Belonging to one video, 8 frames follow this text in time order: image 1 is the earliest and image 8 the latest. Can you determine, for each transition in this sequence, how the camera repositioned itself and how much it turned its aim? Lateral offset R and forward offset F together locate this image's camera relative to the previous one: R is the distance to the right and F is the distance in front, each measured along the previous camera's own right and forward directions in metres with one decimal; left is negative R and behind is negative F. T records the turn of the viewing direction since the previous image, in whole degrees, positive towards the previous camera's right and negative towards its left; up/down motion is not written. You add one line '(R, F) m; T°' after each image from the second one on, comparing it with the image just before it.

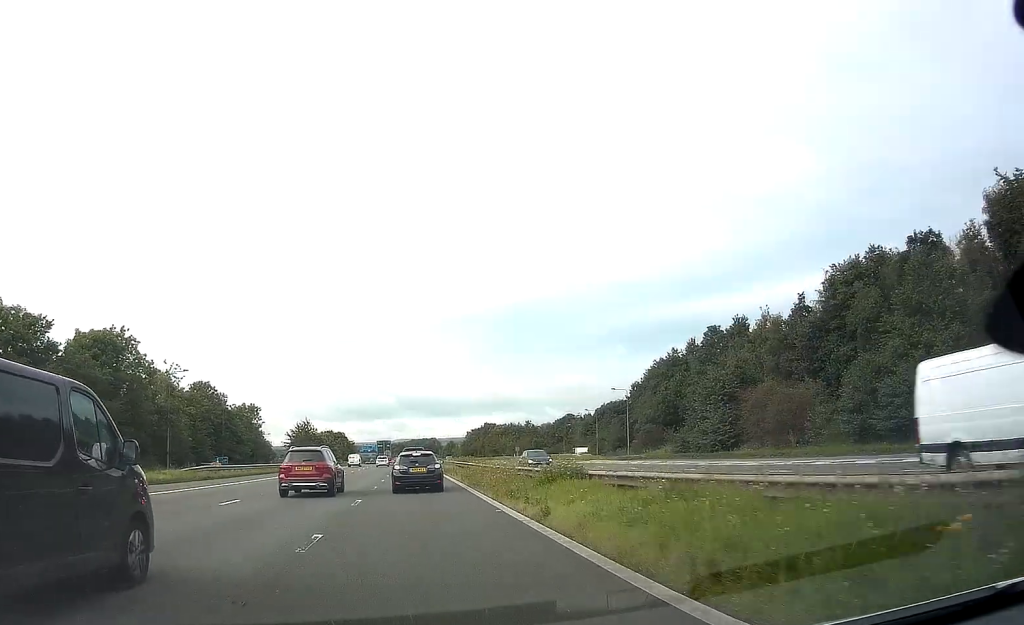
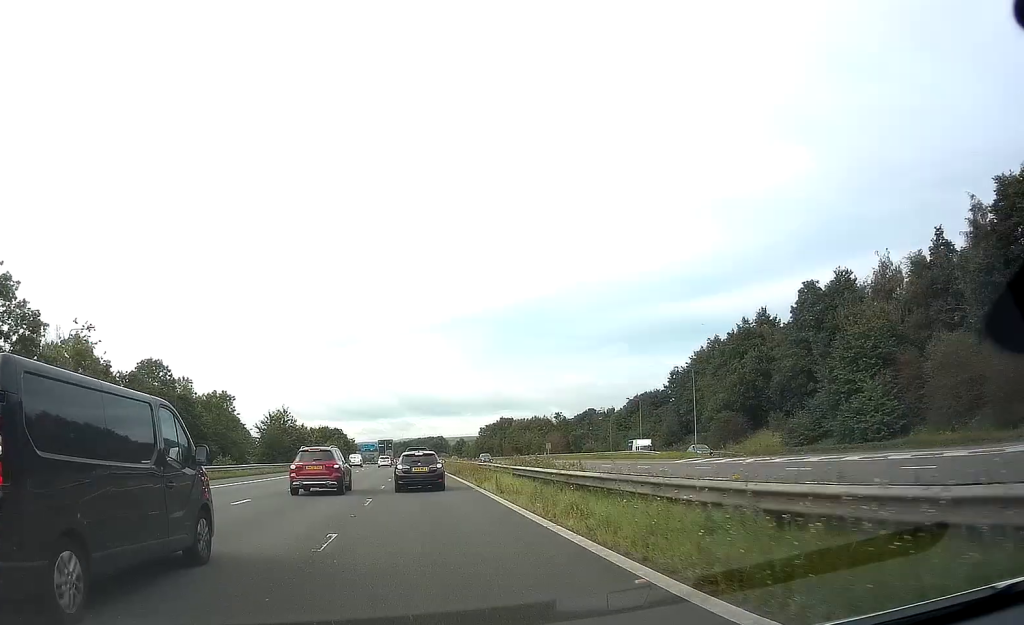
(0.0, +20.5) m; -1°
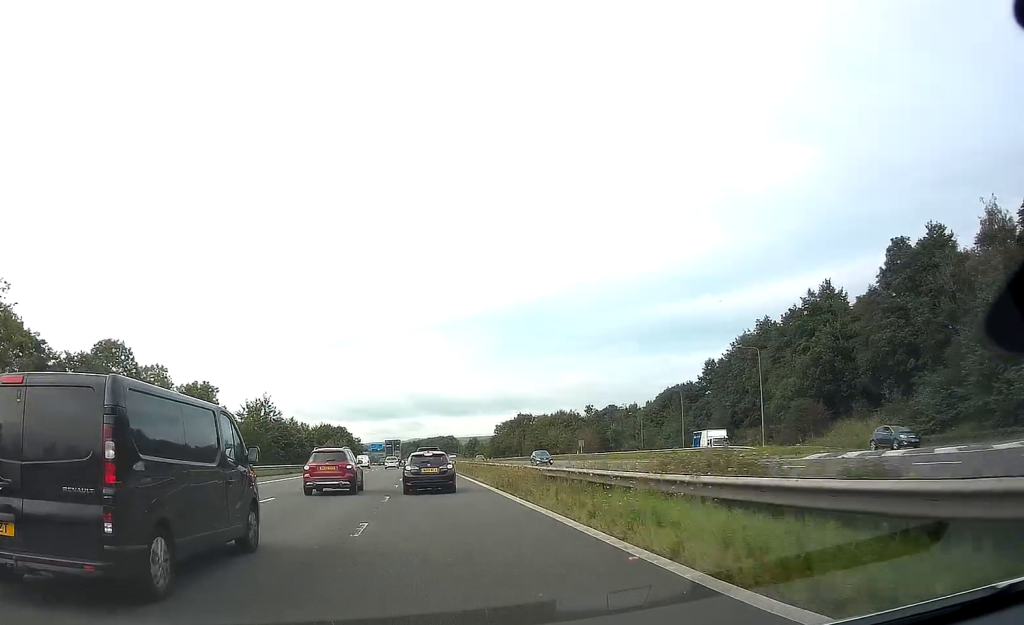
(-0.1, +12.3) m; -1°
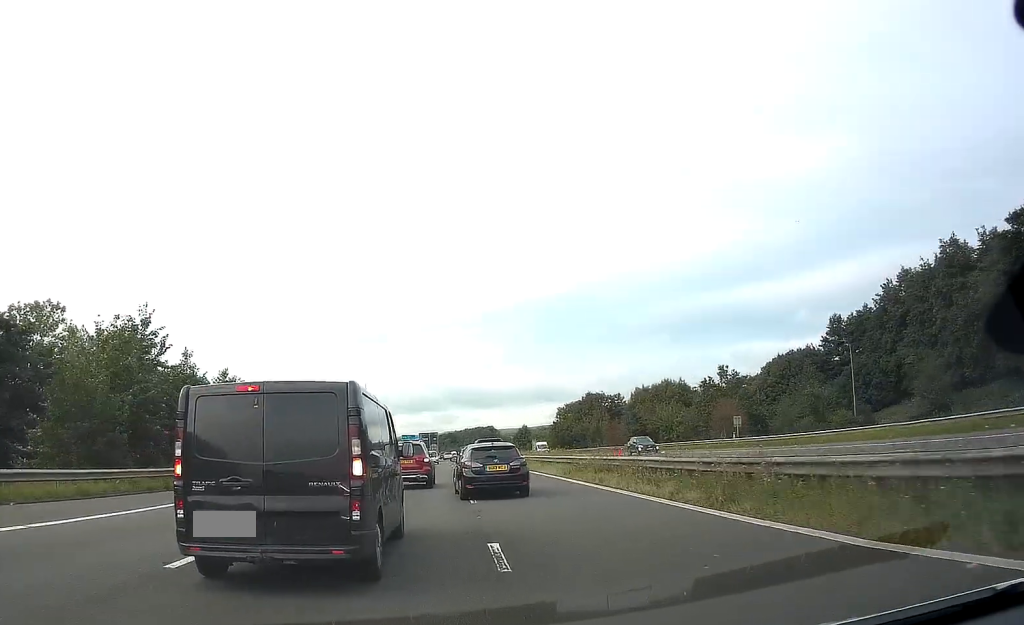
(-0.6, +35.9) m; -2°
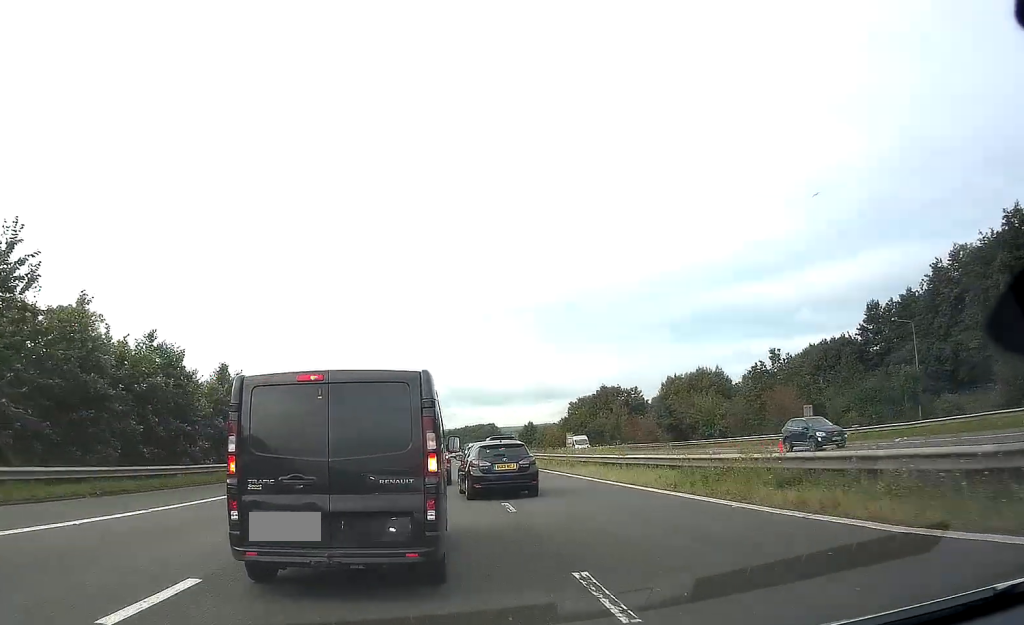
(-0.1, +13.6) m; 0°
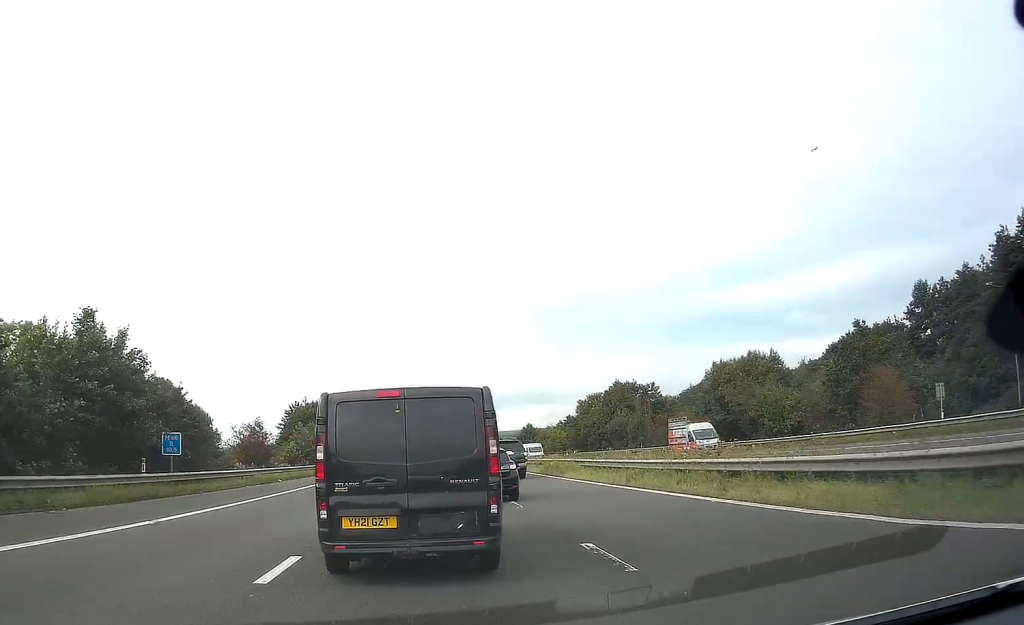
(+0.1, +21.6) m; 0°
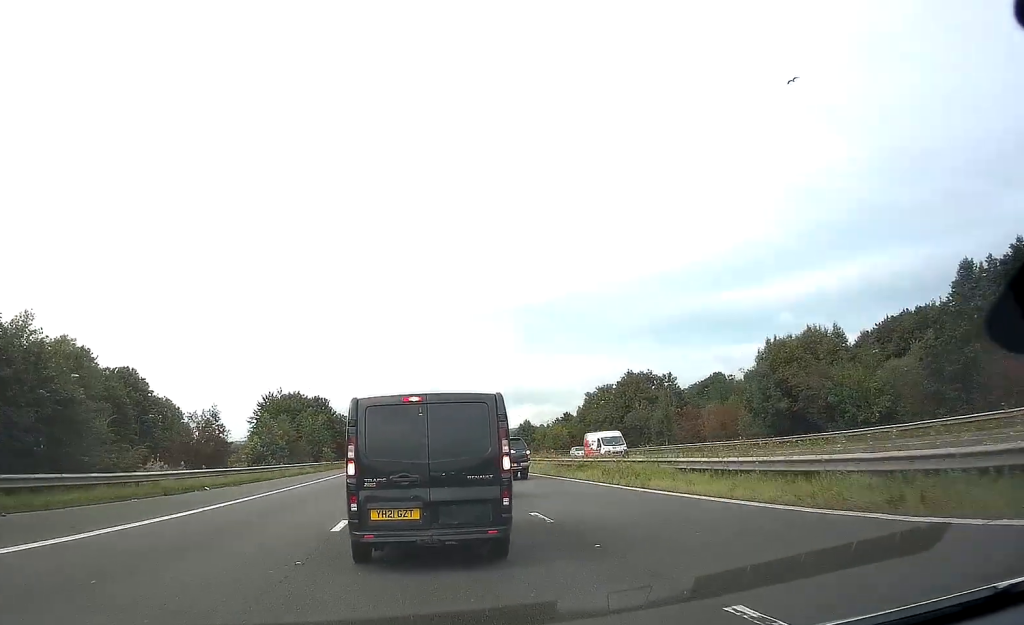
(0.0, +16.9) m; 0°
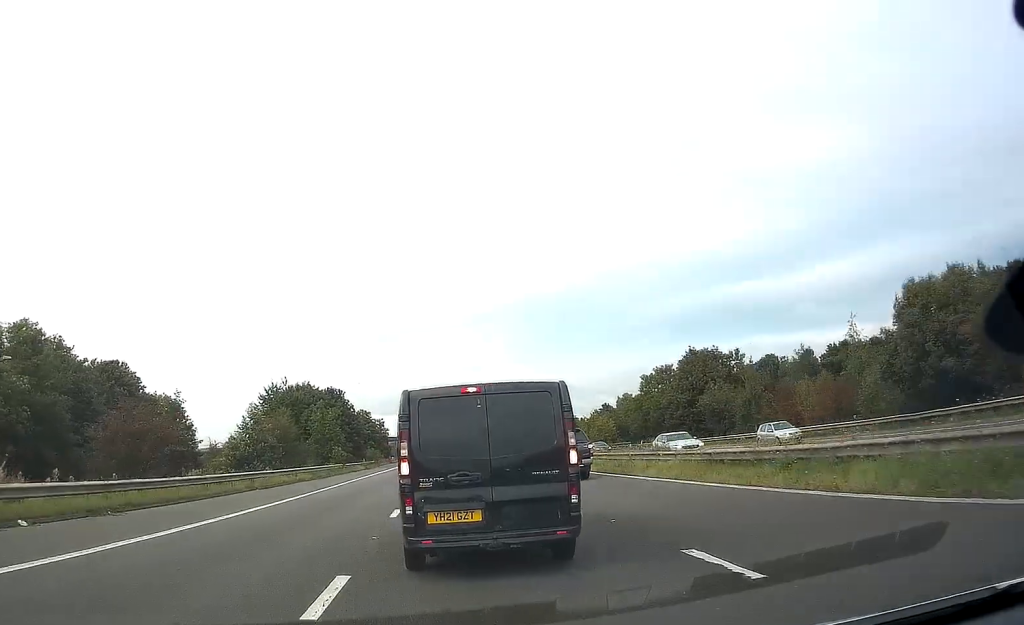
(-0.2, +18.8) m; -1°
